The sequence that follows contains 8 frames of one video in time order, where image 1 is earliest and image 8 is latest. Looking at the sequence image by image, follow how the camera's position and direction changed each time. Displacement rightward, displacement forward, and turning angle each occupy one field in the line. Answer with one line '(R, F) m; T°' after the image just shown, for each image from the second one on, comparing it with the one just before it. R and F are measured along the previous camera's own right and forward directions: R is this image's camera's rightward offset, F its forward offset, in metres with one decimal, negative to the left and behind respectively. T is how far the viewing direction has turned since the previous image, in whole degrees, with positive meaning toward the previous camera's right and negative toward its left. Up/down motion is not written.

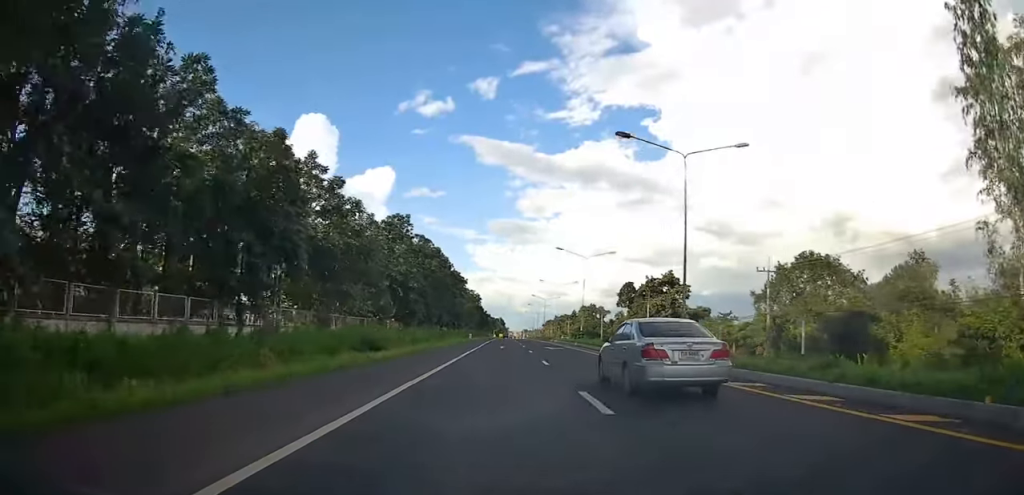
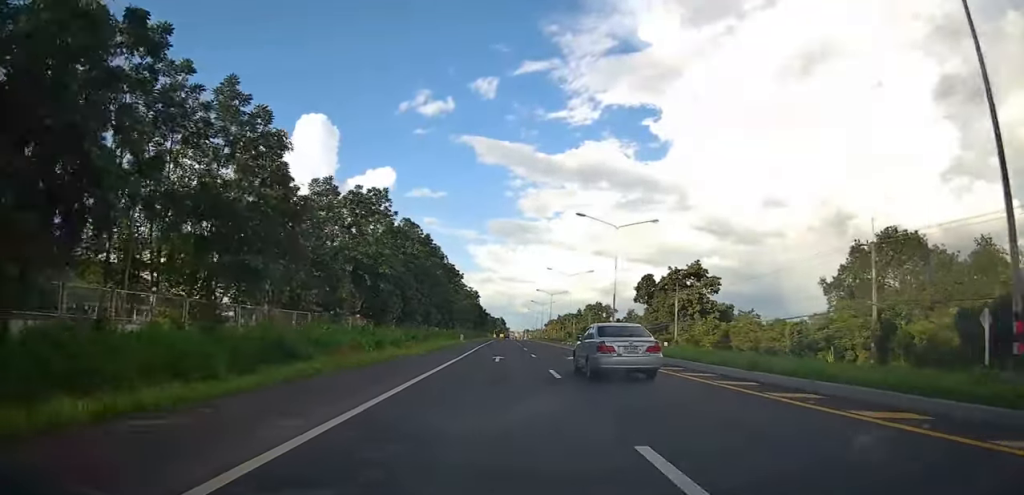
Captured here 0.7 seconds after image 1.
(+0.1, +17.3) m; -1°
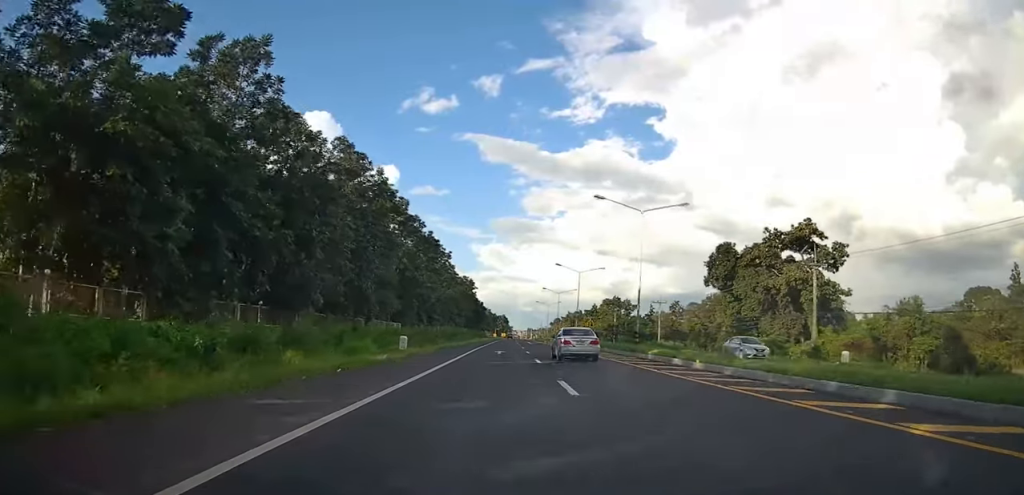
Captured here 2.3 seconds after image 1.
(-0.2, +40.5) m; +1°
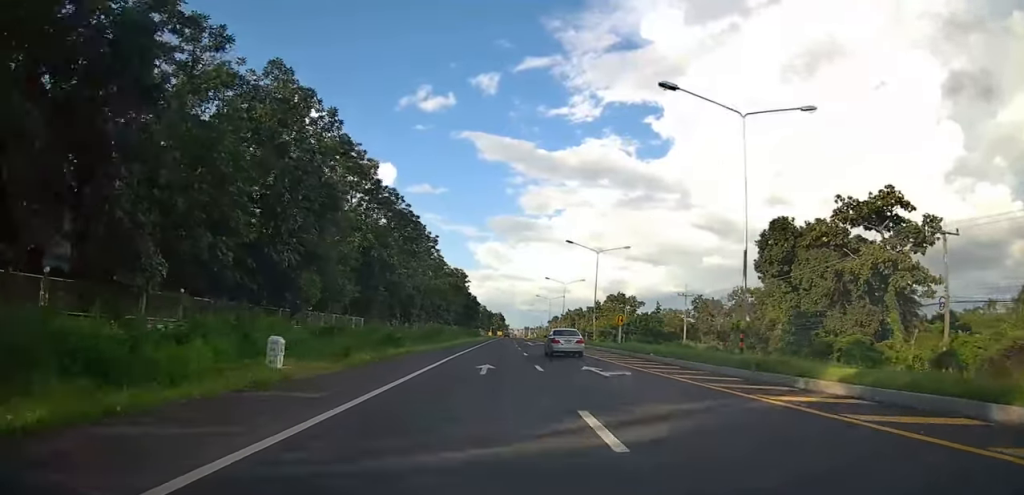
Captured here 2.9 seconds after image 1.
(+0.1, +16.9) m; 0°
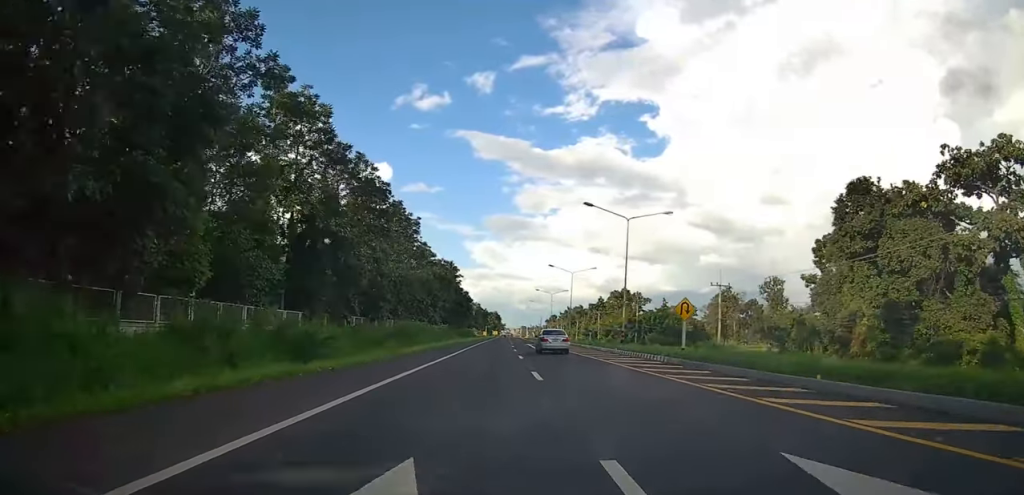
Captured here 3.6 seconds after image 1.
(0.0, +15.7) m; 0°
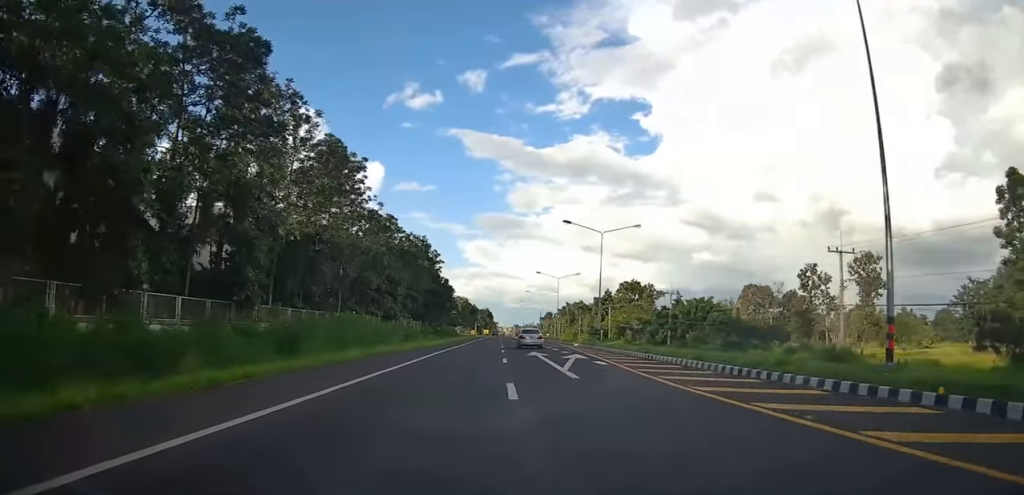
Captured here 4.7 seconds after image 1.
(0.0, +28.9) m; 0°
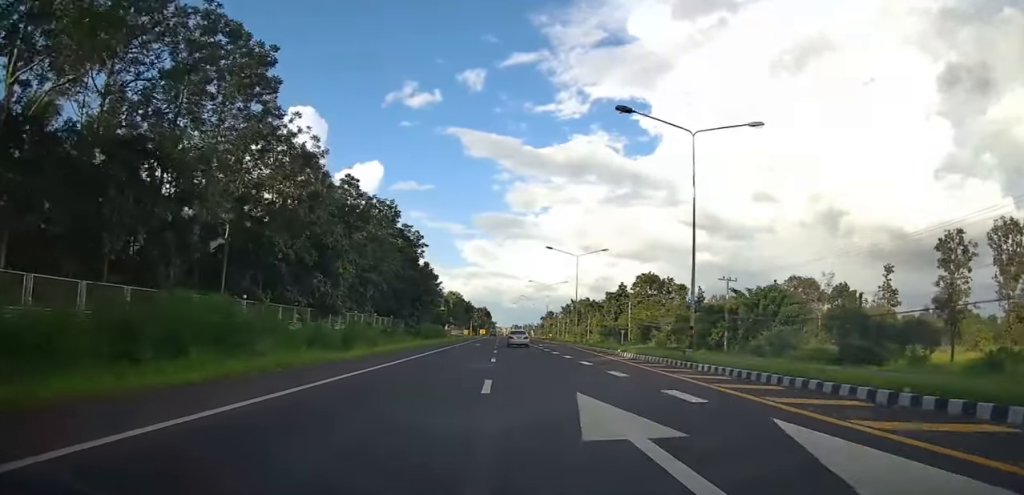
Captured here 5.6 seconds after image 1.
(0.0, +23.3) m; +2°
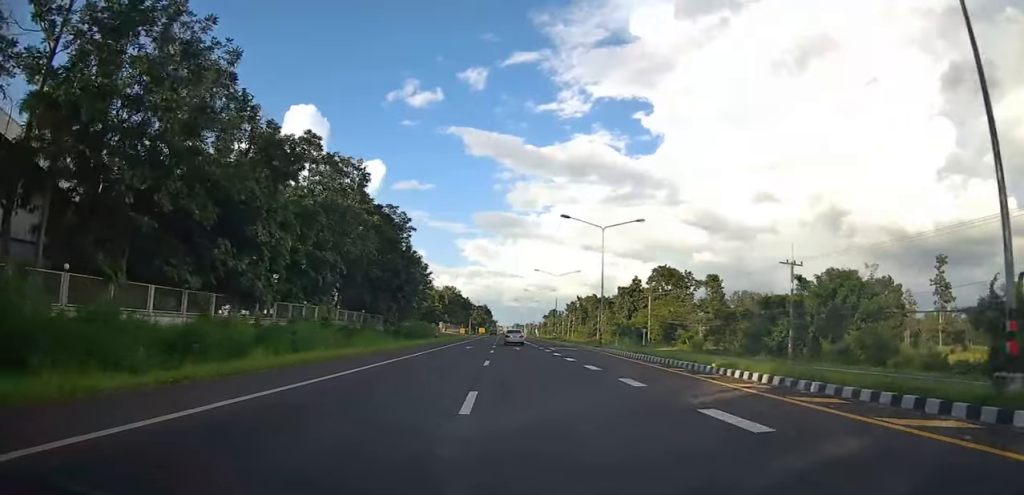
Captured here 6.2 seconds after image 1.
(+0.5, +14.9) m; 0°
